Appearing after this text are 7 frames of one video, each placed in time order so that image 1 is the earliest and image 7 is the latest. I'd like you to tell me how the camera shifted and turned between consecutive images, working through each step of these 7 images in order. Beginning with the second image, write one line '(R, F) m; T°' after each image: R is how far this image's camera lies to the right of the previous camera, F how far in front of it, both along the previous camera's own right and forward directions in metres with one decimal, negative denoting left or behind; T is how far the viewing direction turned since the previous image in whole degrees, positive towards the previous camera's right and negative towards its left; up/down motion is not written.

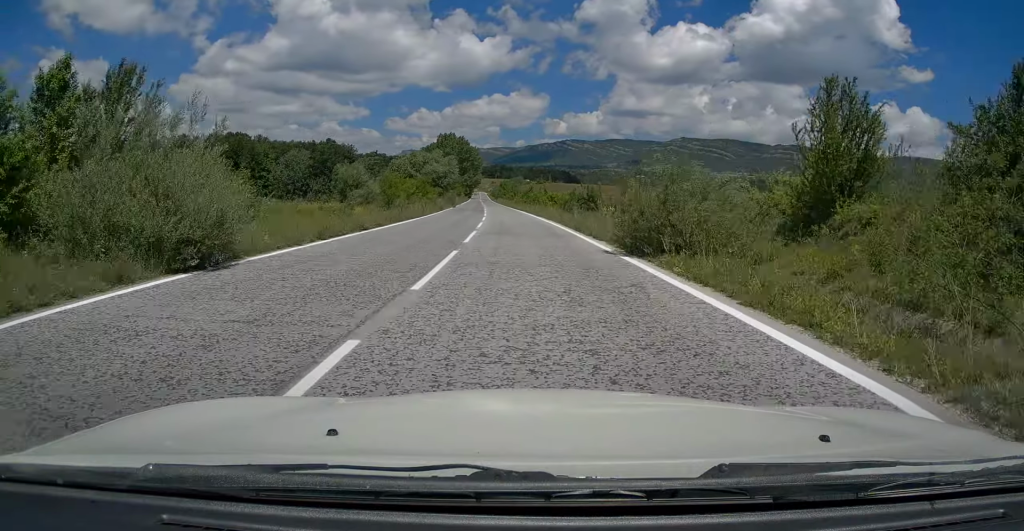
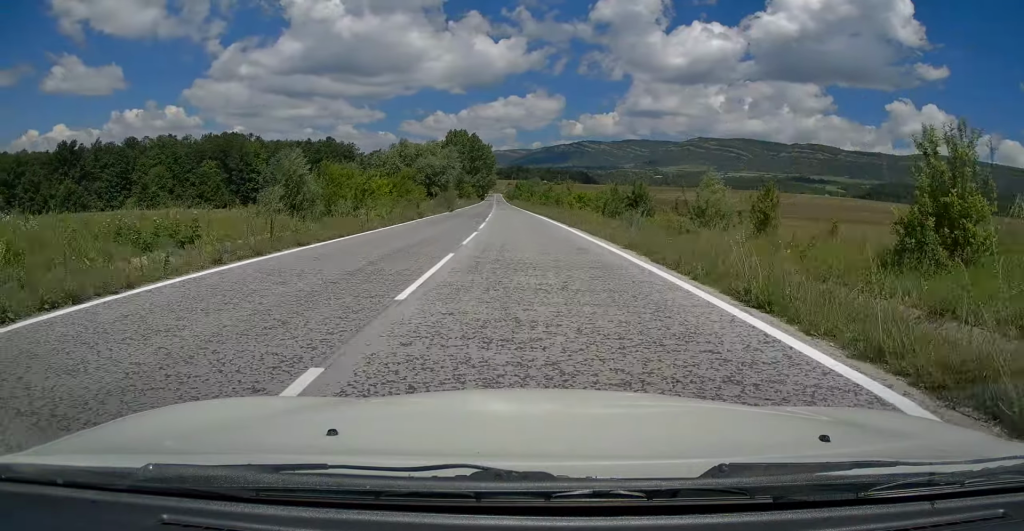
(-0.2, +18.5) m; -2°
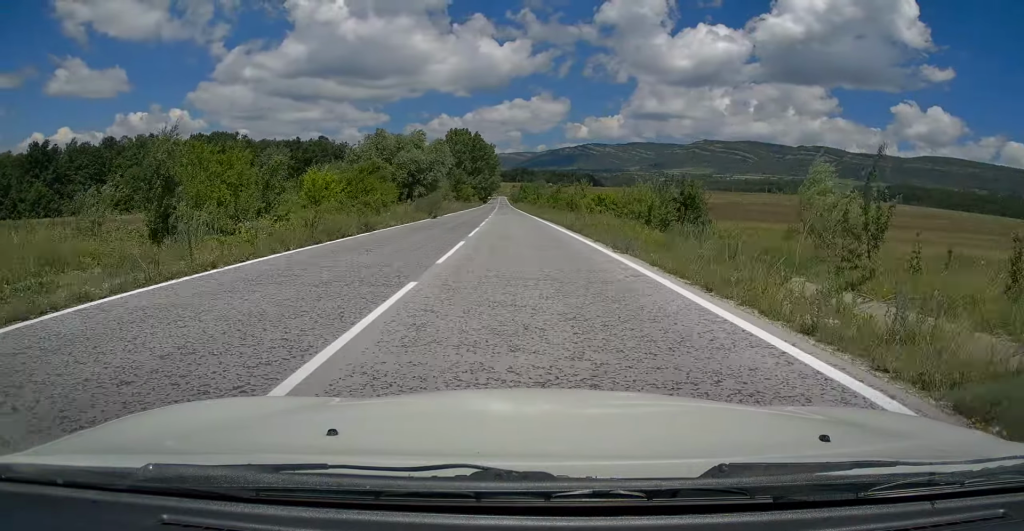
(-0.2, +13.1) m; -1°
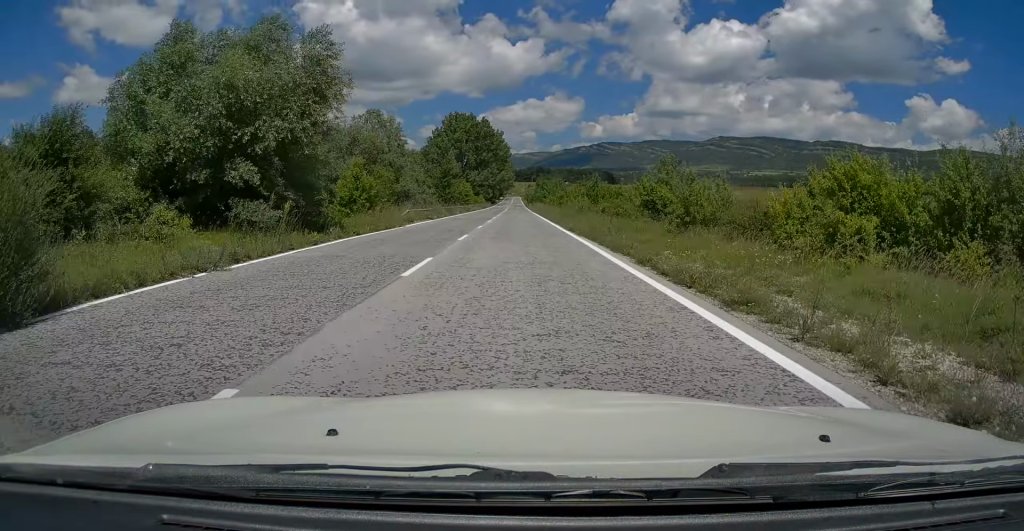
(-0.4, +37.6) m; -1°
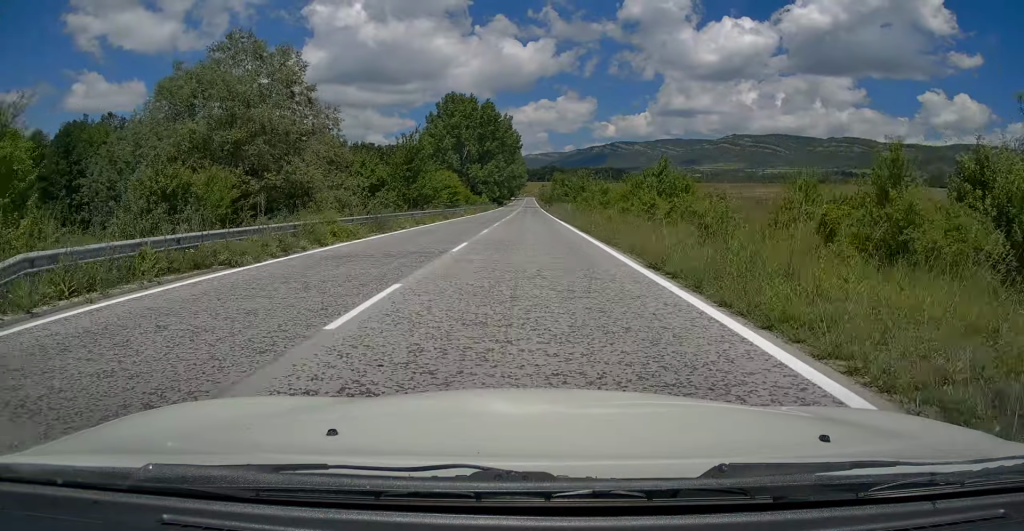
(-0.1, +30.4) m; -1°
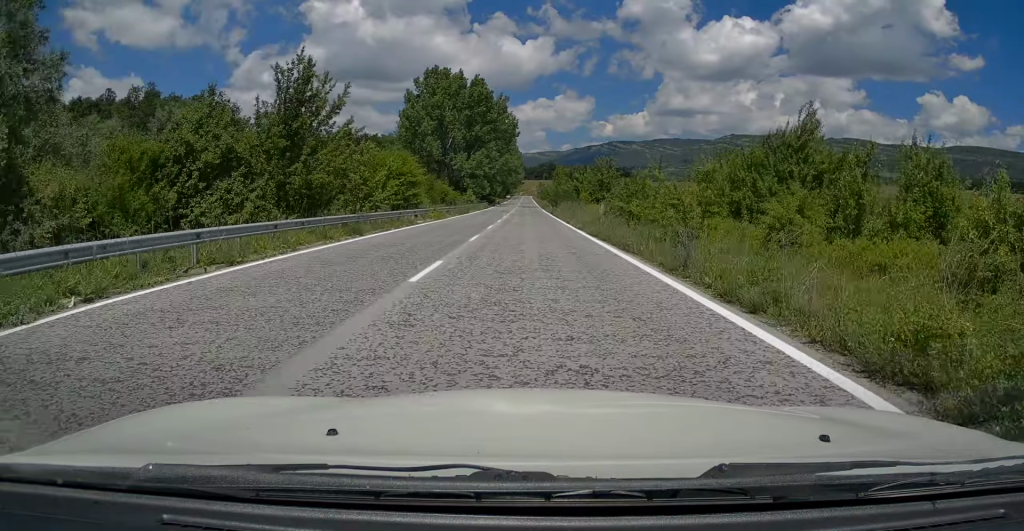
(-0.3, +23.4) m; -1°
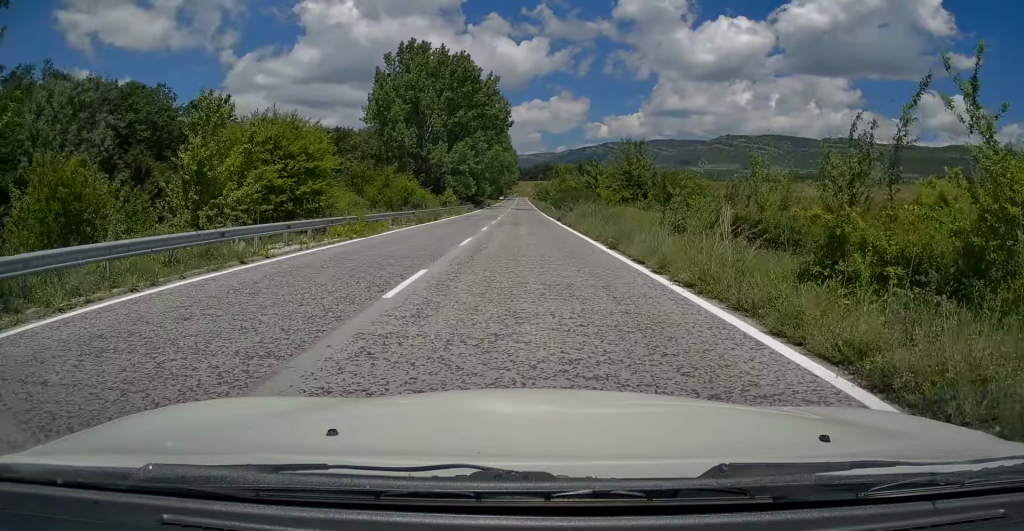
(0.0, +18.8) m; 0°
